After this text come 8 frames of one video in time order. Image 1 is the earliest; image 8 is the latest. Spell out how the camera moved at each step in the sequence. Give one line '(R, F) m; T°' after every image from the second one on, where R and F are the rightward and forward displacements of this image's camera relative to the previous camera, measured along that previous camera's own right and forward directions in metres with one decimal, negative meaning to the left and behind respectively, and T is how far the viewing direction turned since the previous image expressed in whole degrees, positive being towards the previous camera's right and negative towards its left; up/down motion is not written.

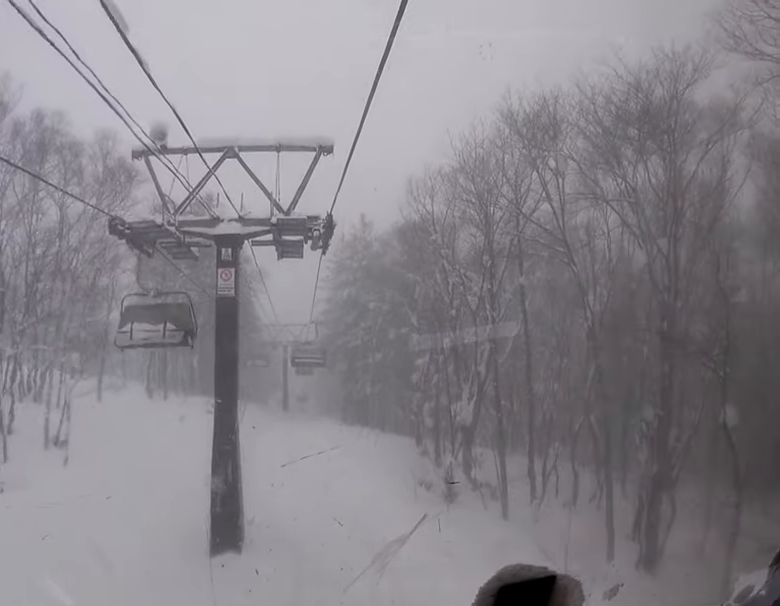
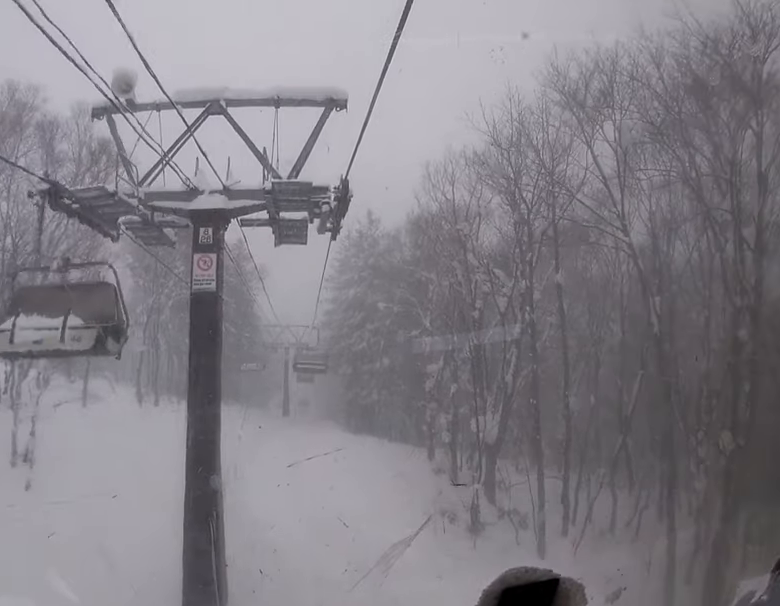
(0.0, +2.8) m; +7°
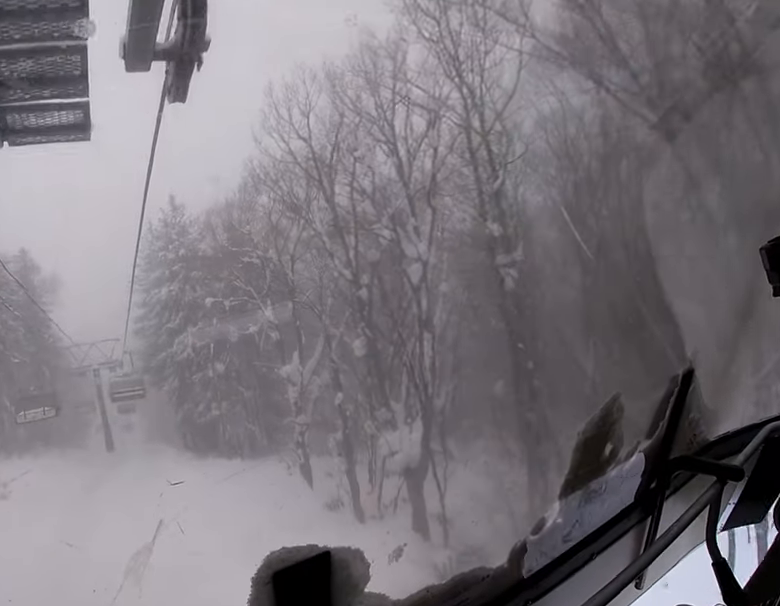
(+1.6, +6.8) m; +16°
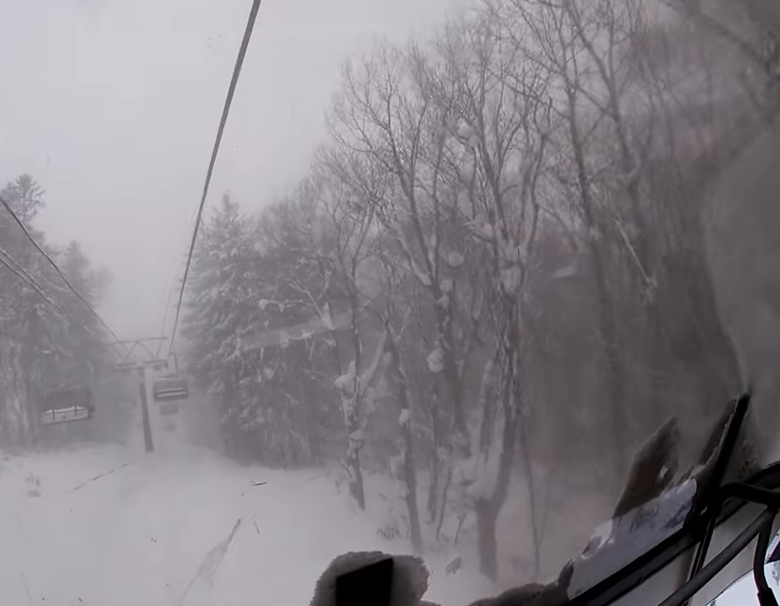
(+0.4, +1.5) m; -4°
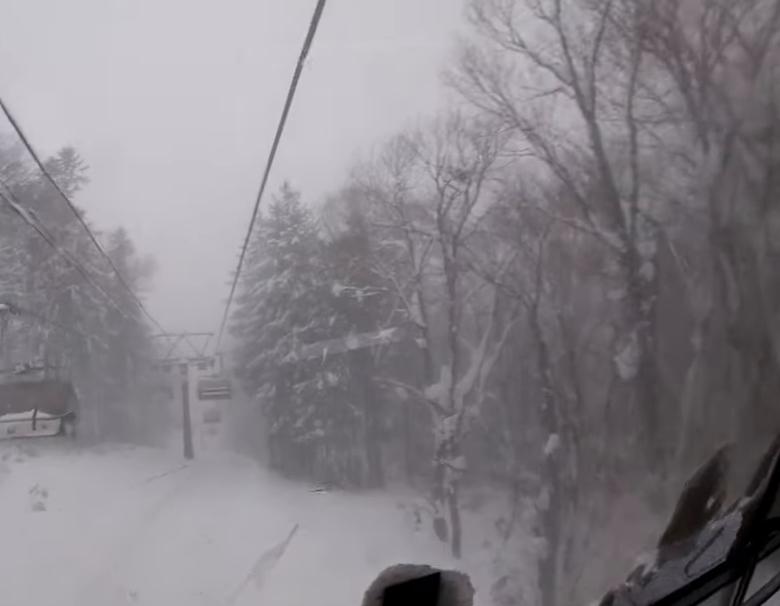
(-1.0, +4.9) m; -8°
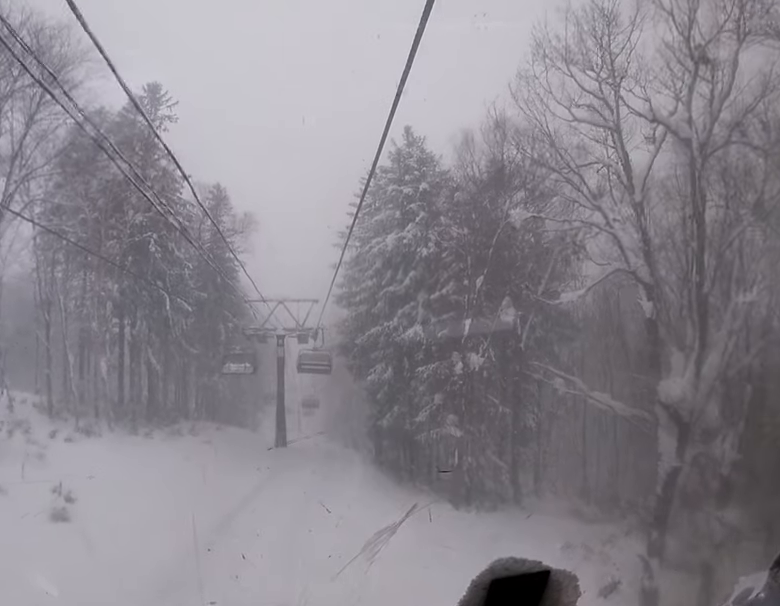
(-0.1, +7.1) m; -1°
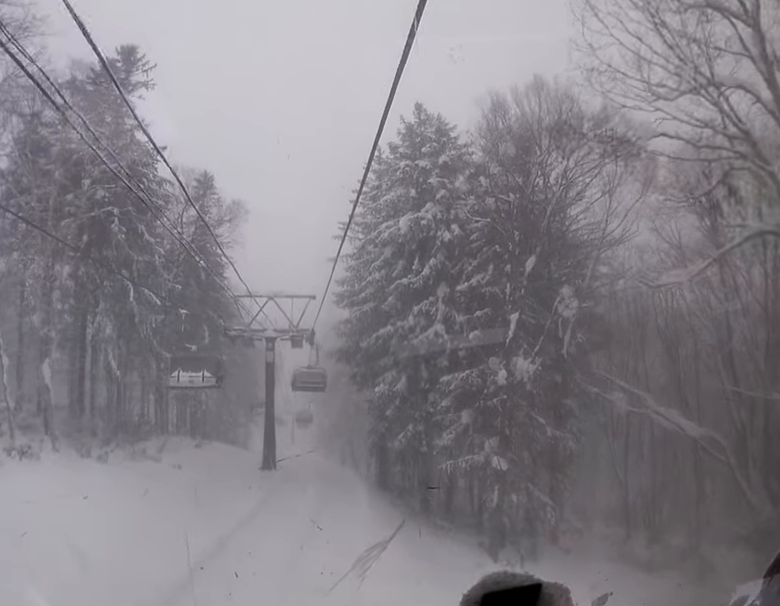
(+0.5, +5.5) m; +2°
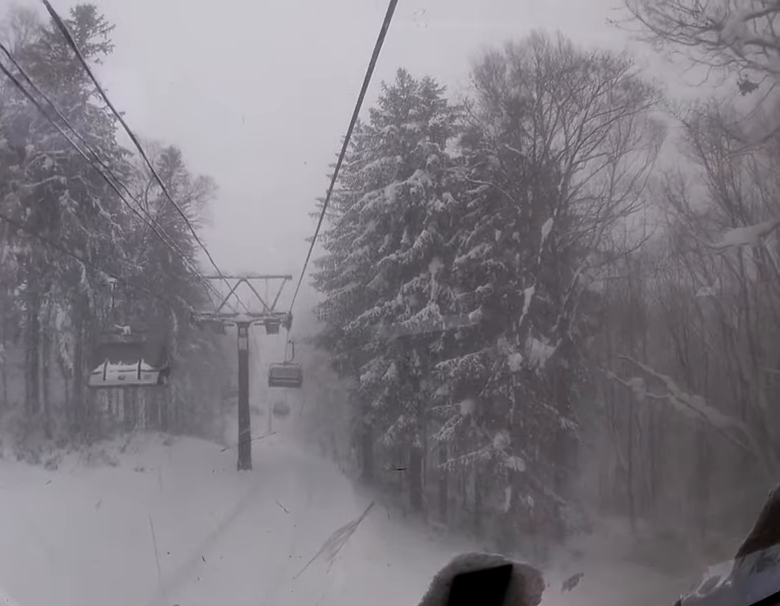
(-0.4, +2.5) m; +3°
